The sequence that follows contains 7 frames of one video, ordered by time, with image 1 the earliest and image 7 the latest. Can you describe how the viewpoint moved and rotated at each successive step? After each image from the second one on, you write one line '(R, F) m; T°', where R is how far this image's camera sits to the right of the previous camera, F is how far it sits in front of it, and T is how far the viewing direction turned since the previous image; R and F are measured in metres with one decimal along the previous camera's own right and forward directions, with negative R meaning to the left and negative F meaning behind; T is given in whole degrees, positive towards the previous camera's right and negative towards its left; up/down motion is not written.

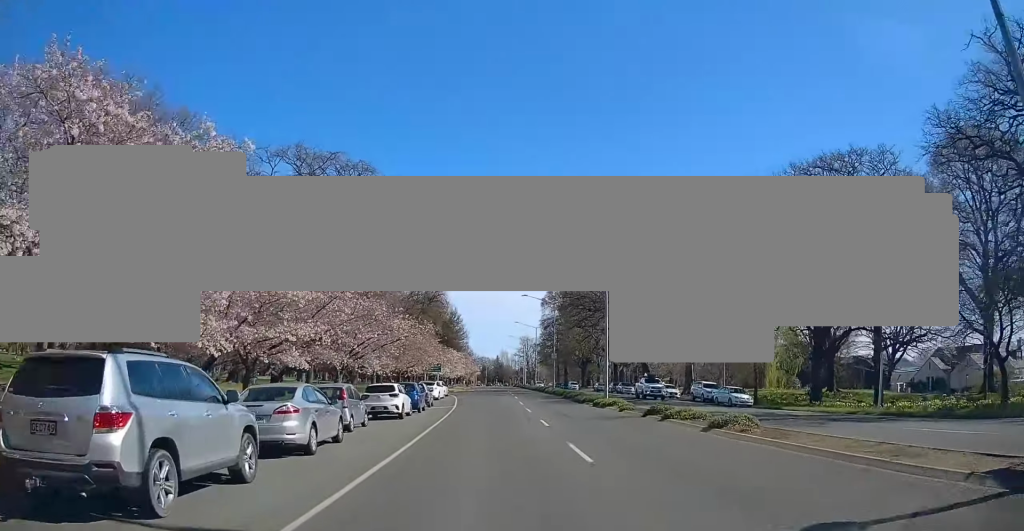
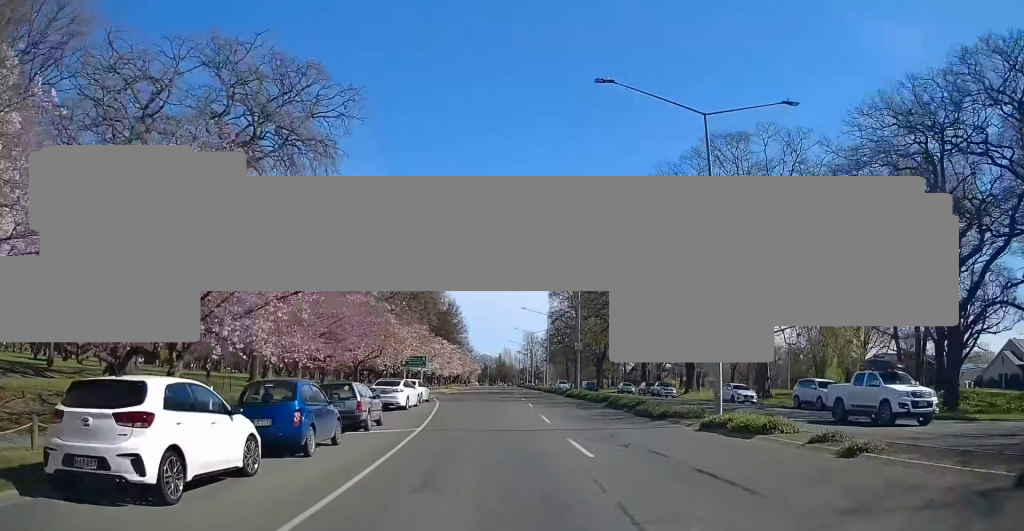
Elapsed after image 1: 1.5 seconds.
(-0.1, +19.3) m; 0°
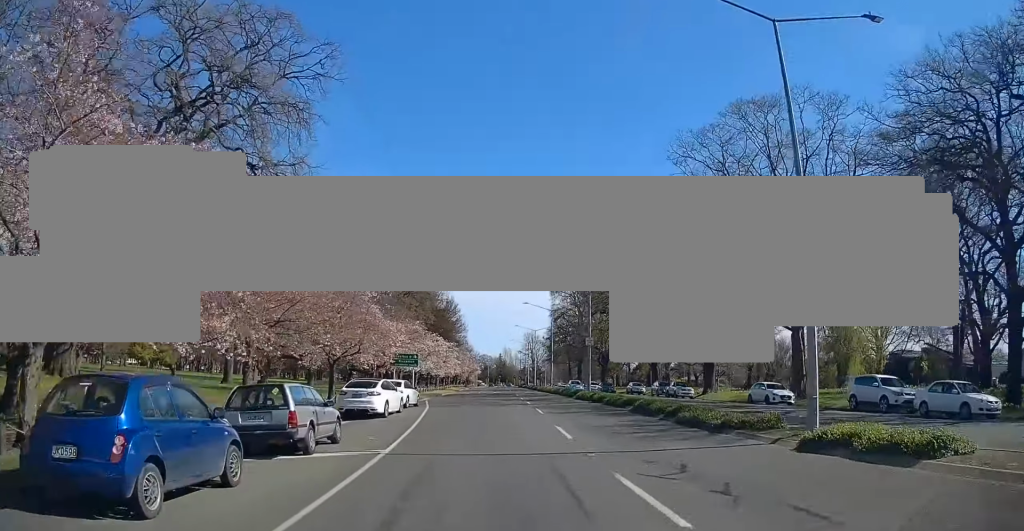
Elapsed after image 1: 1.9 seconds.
(0.0, +6.2) m; 0°
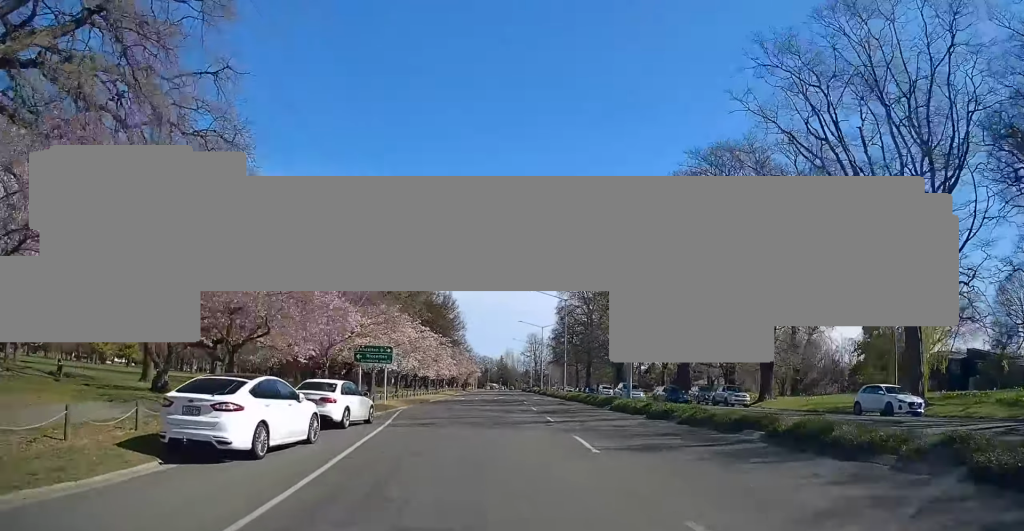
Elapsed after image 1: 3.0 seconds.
(0.0, +13.7) m; 0°
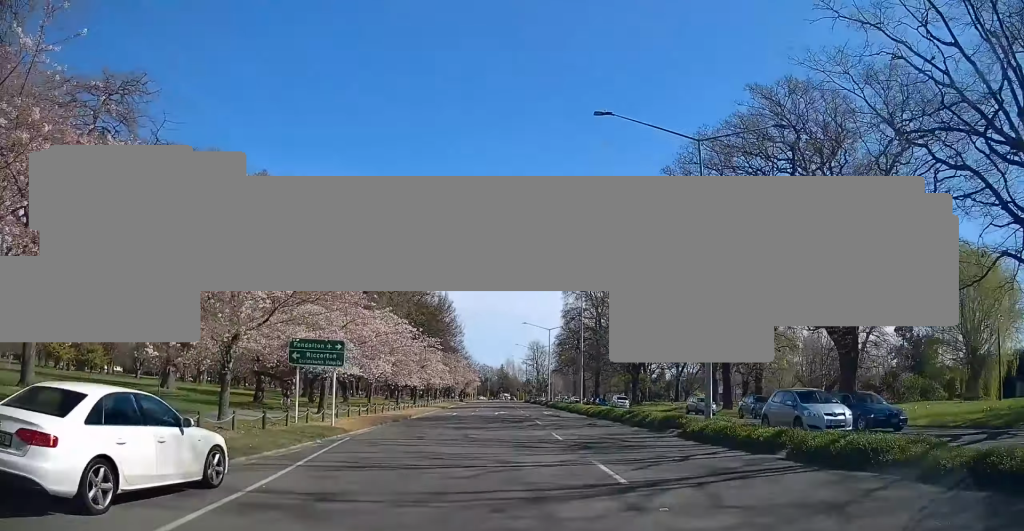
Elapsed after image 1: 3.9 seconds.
(0.0, +12.4) m; 0°
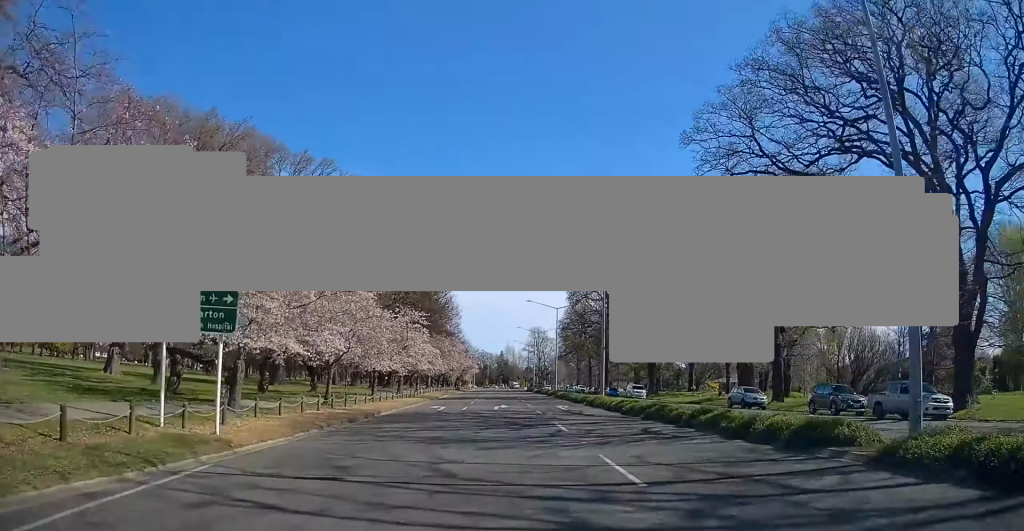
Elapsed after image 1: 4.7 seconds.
(0.0, +11.1) m; 0°
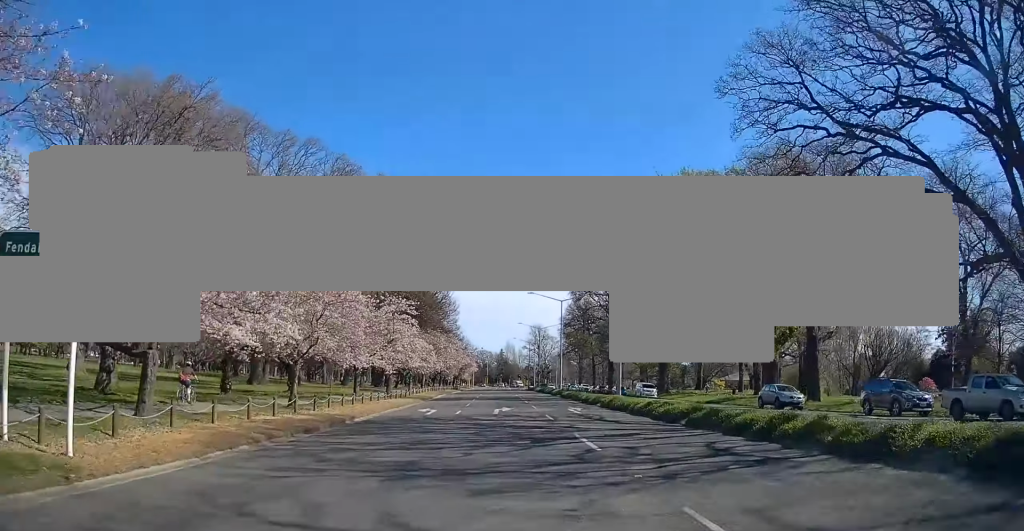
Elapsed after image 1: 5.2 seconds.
(0.0, +5.8) m; 0°
